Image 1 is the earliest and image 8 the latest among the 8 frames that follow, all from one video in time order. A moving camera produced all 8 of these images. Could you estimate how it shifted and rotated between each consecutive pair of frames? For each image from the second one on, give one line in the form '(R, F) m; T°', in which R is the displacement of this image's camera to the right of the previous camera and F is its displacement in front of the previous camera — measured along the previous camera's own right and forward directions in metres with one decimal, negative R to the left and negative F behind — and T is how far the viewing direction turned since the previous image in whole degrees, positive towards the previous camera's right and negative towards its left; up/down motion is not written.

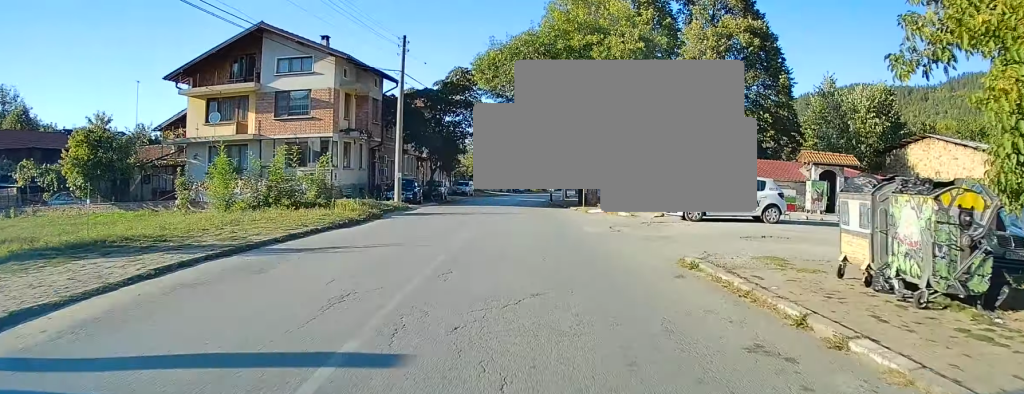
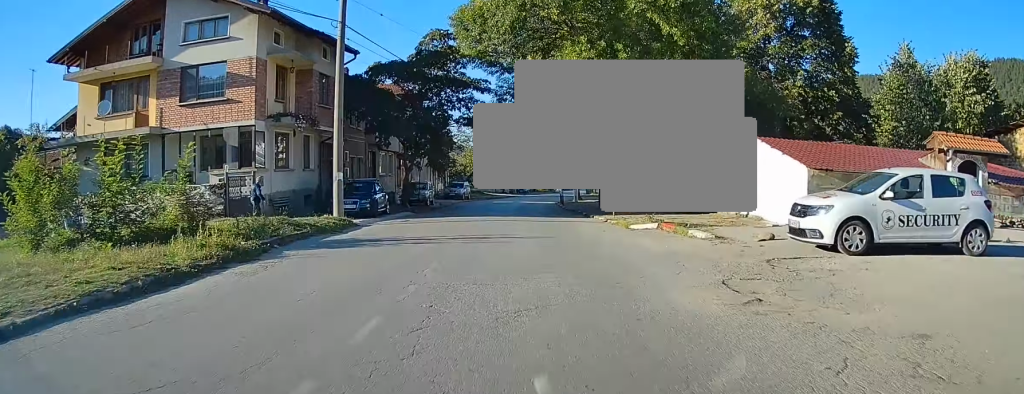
(0.0, +11.5) m; 0°
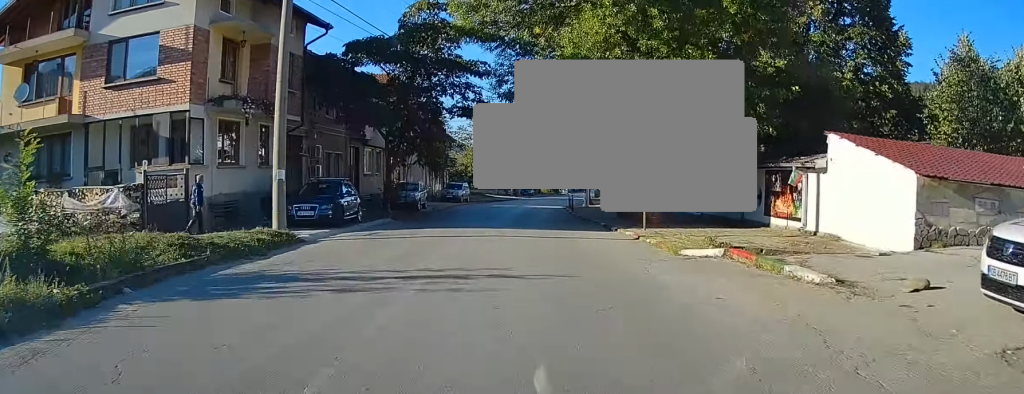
(0.0, +6.0) m; 0°
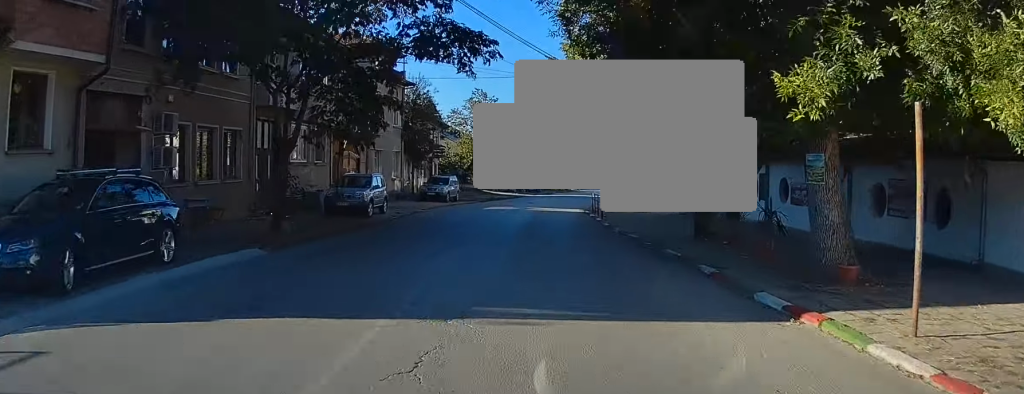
(-0.2, +14.1) m; -1°
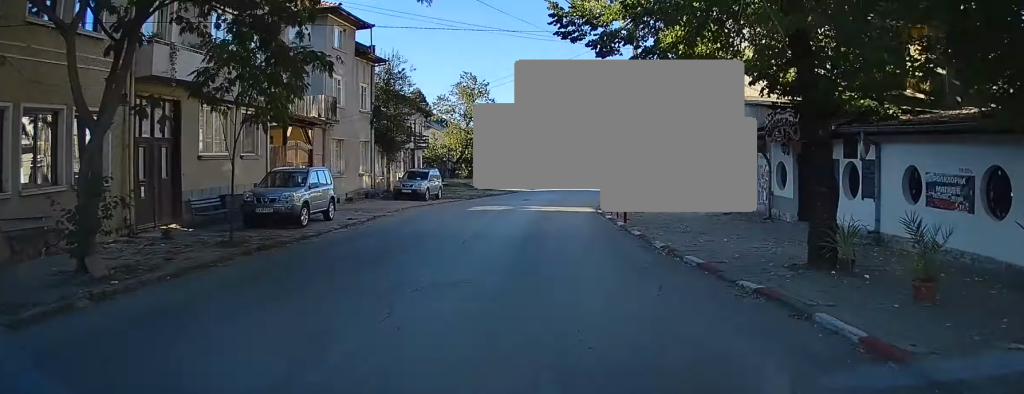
(0.0, +7.7) m; 0°
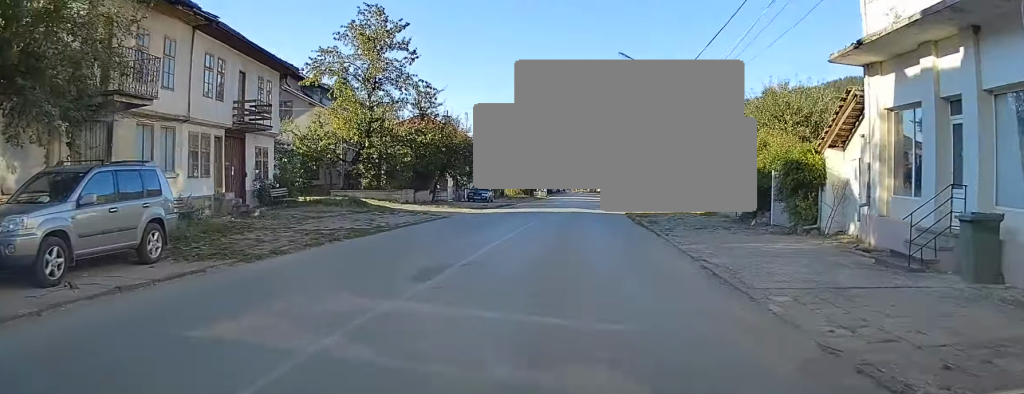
(+0.3, +28.4) m; +3°
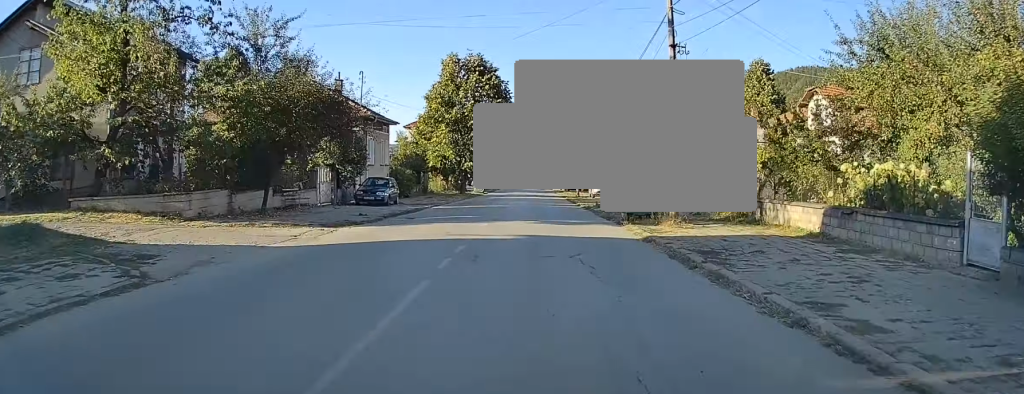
(+0.6, +19.5) m; +4°
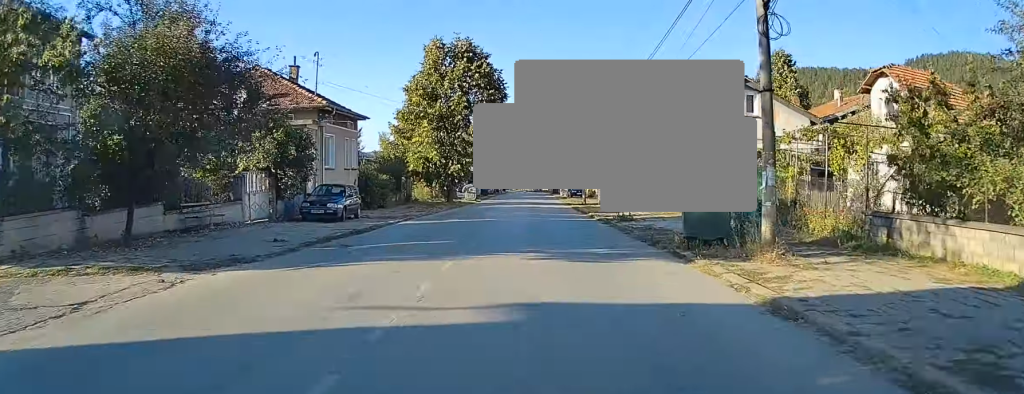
(+0.3, +8.1) m; +1°
